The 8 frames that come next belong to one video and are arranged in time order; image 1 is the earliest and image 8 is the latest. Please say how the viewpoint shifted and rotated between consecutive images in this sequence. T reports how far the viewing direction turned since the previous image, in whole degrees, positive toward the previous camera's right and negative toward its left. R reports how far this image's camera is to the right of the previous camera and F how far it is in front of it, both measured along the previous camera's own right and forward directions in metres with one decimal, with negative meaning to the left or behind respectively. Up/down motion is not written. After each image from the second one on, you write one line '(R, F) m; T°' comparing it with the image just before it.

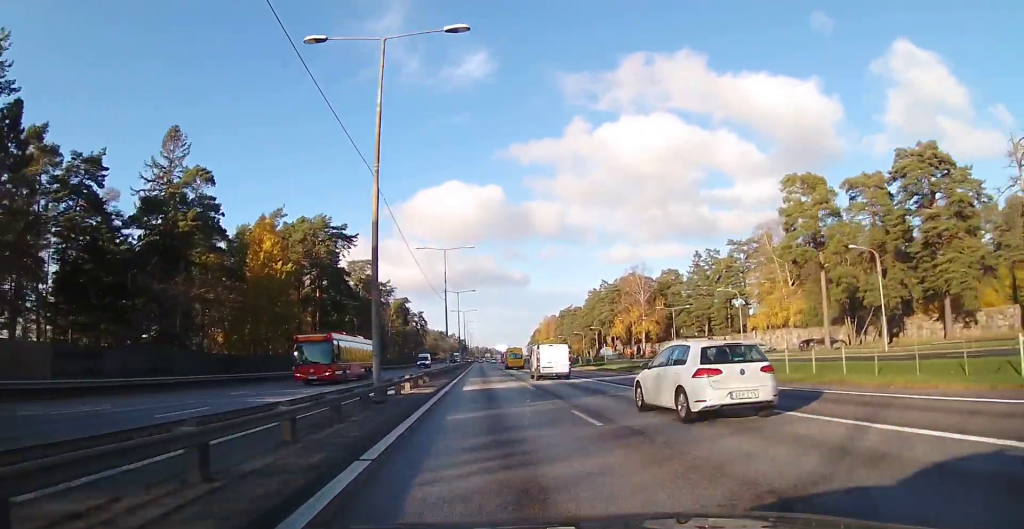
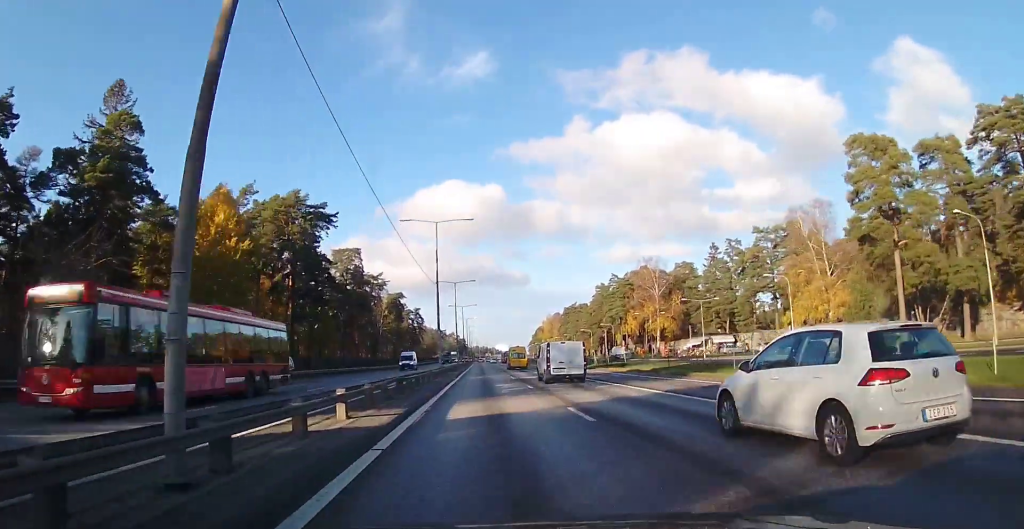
(0.0, +11.4) m; 0°
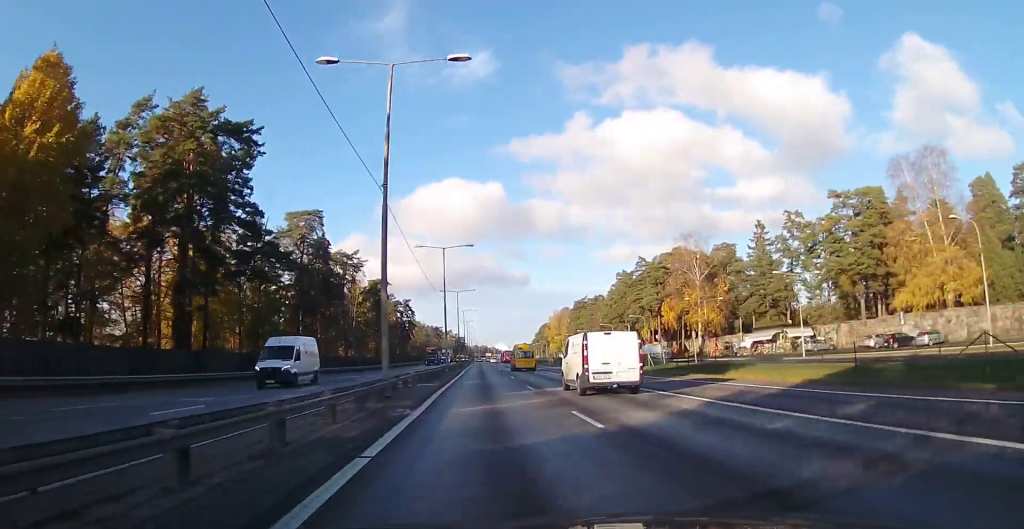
(0.0, +24.9) m; 0°
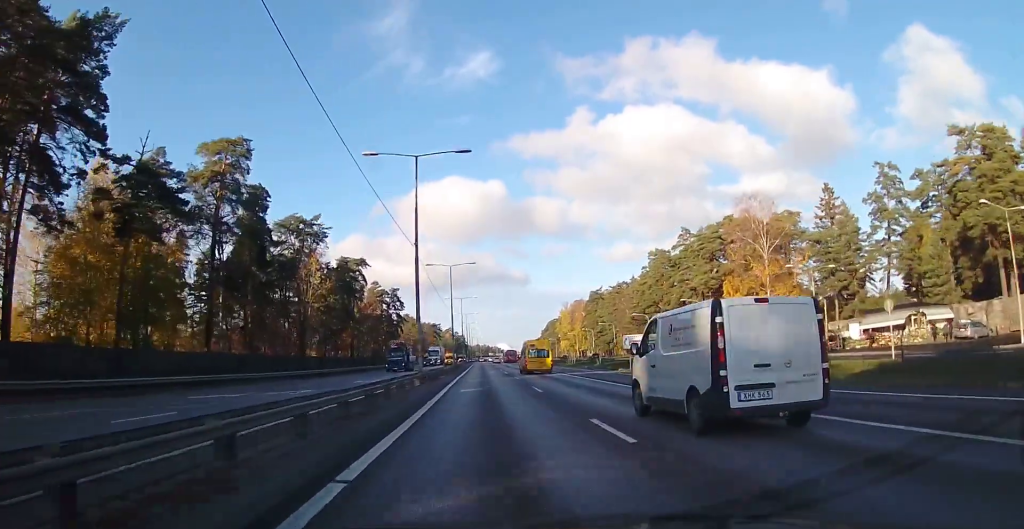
(+0.2, +25.7) m; +1°
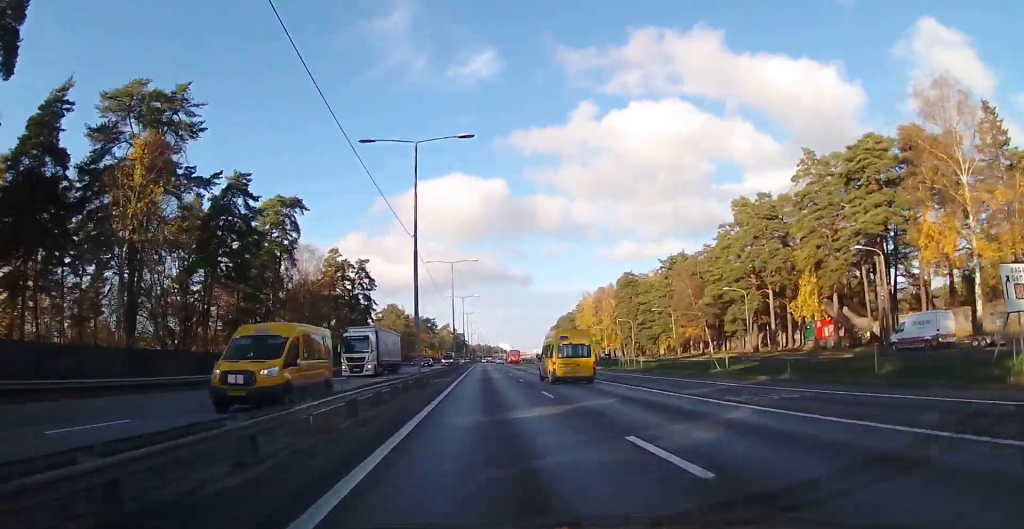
(-0.2, +39.2) m; -2°
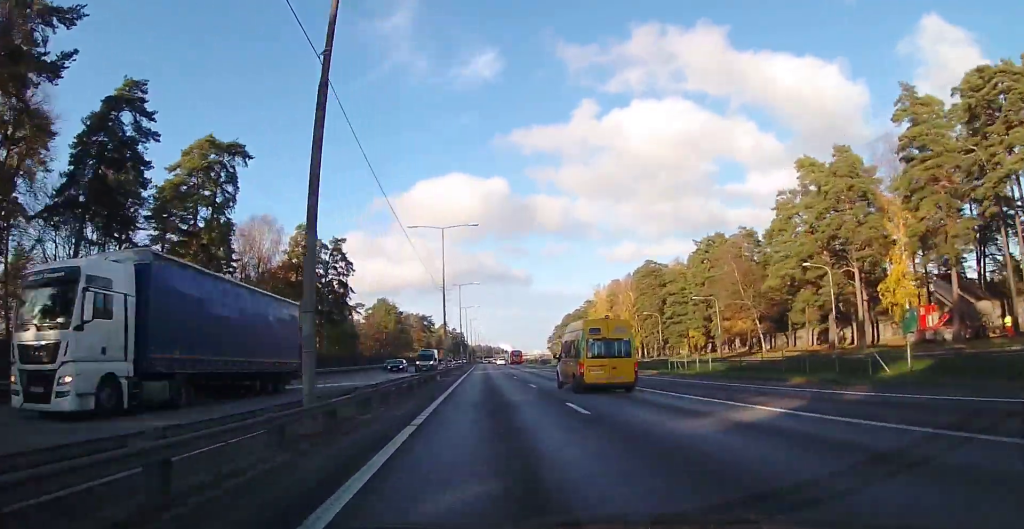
(-0.2, +17.1) m; 0°
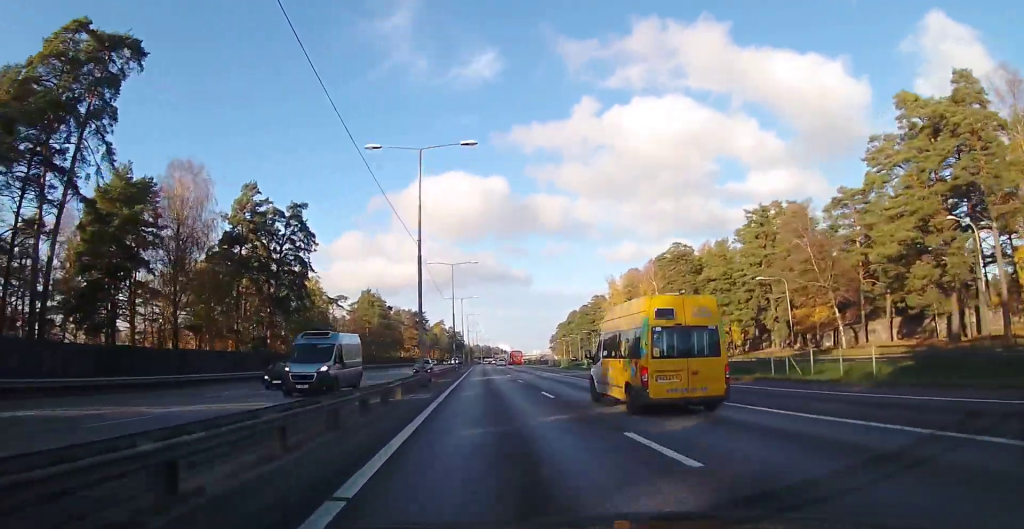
(+0.1, +17.8) m; 0°
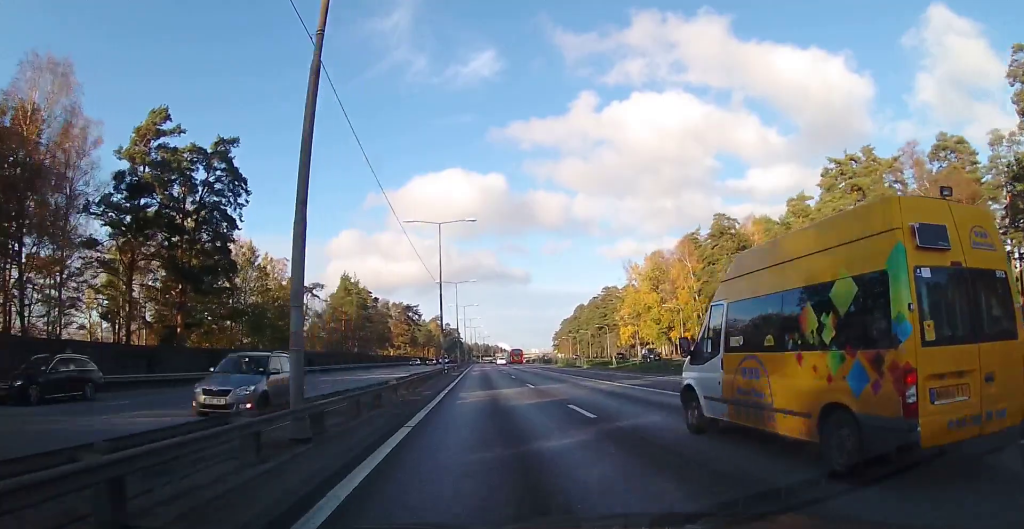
(+0.2, +18.6) m; 0°
